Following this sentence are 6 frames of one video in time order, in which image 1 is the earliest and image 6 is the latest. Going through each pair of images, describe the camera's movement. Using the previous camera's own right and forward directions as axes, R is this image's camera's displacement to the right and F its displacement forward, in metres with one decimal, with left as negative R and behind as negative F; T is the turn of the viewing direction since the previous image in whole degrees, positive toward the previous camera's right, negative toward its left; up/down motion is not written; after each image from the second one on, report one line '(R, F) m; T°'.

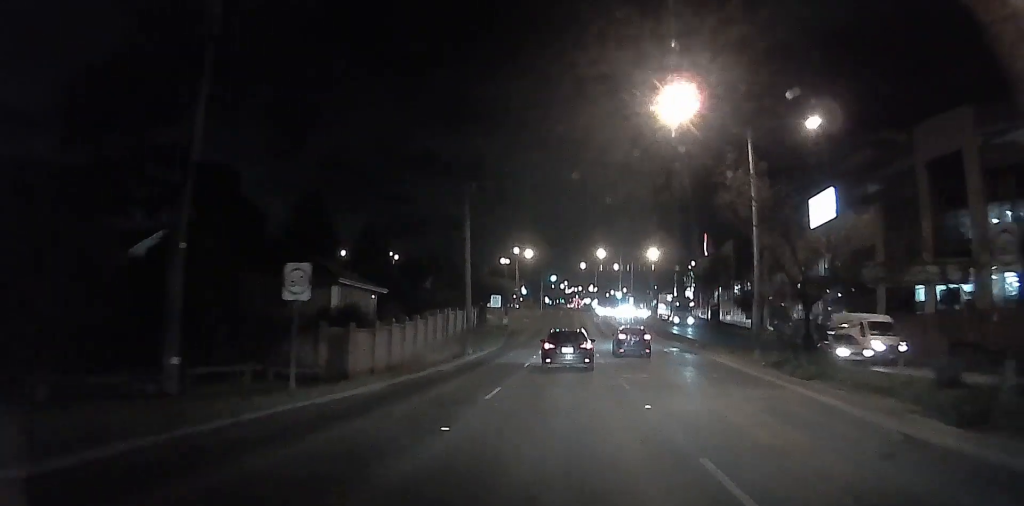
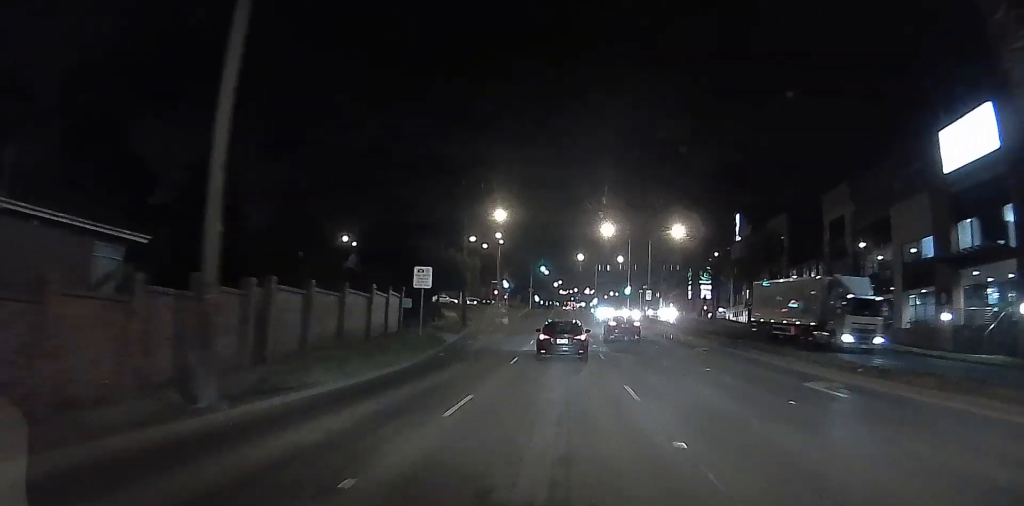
(-1.8, +27.2) m; -1°
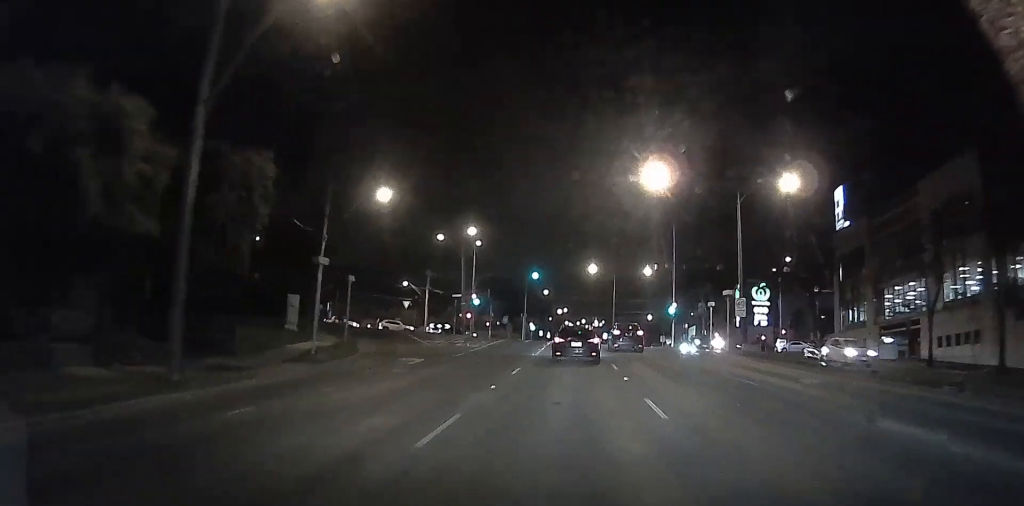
(+1.4, +37.3) m; -1°
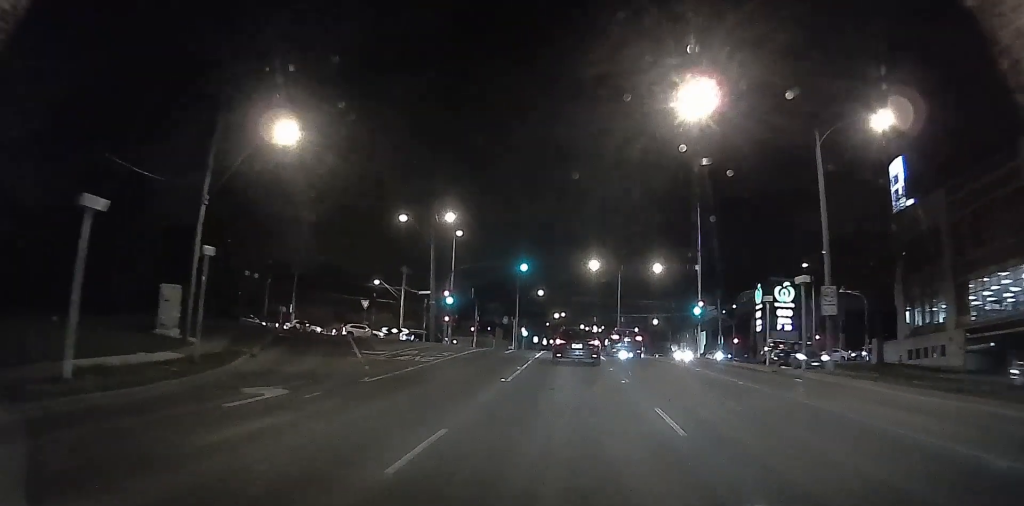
(0.0, +13.3) m; 0°
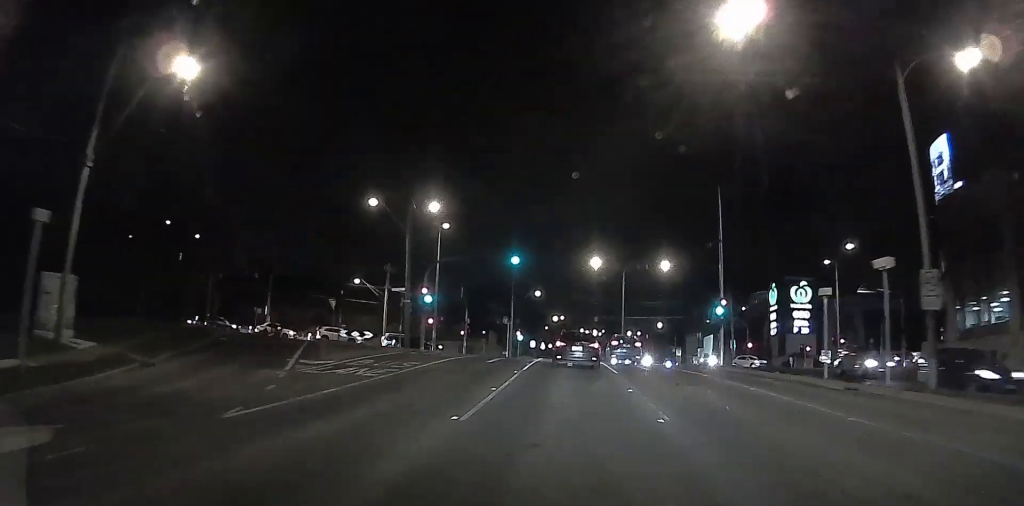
(0.0, +7.6) m; 0°
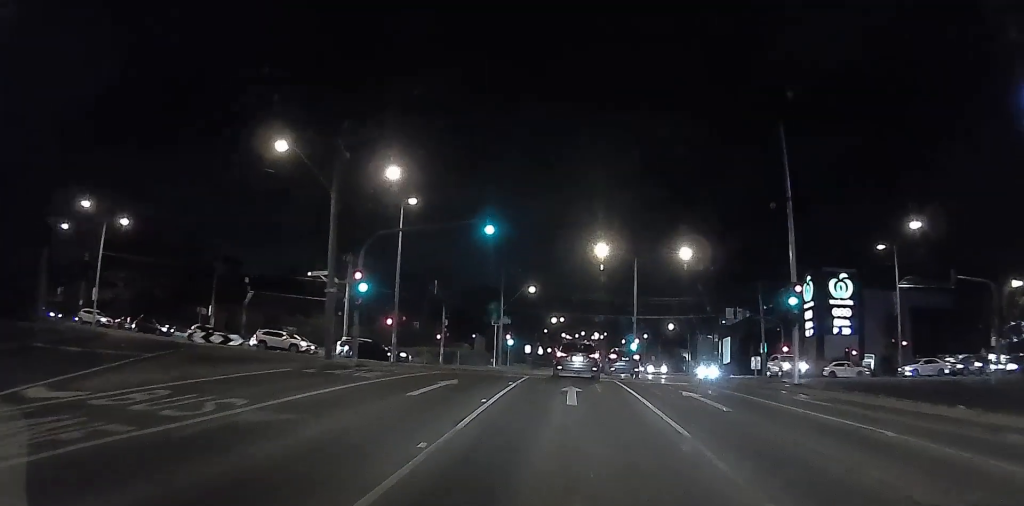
(0.0, +14.4) m; 0°
